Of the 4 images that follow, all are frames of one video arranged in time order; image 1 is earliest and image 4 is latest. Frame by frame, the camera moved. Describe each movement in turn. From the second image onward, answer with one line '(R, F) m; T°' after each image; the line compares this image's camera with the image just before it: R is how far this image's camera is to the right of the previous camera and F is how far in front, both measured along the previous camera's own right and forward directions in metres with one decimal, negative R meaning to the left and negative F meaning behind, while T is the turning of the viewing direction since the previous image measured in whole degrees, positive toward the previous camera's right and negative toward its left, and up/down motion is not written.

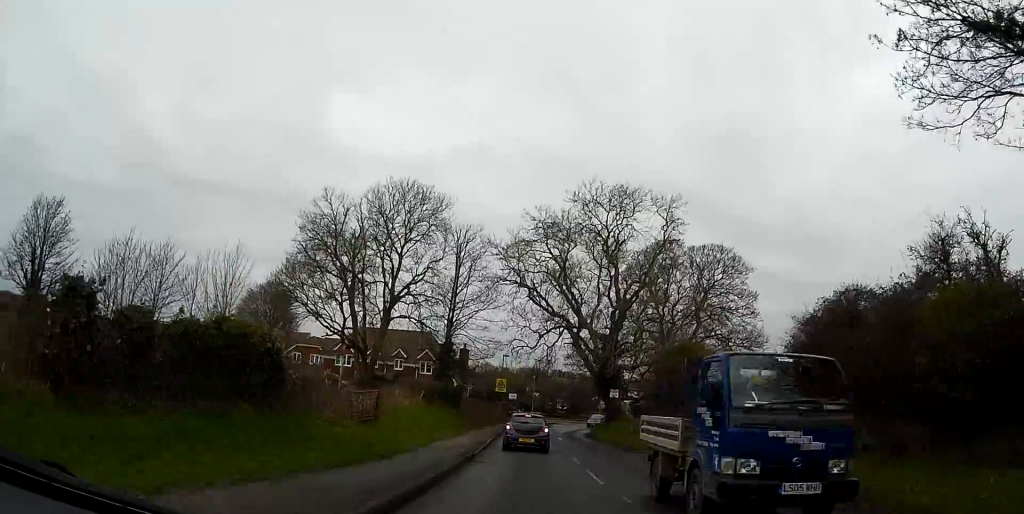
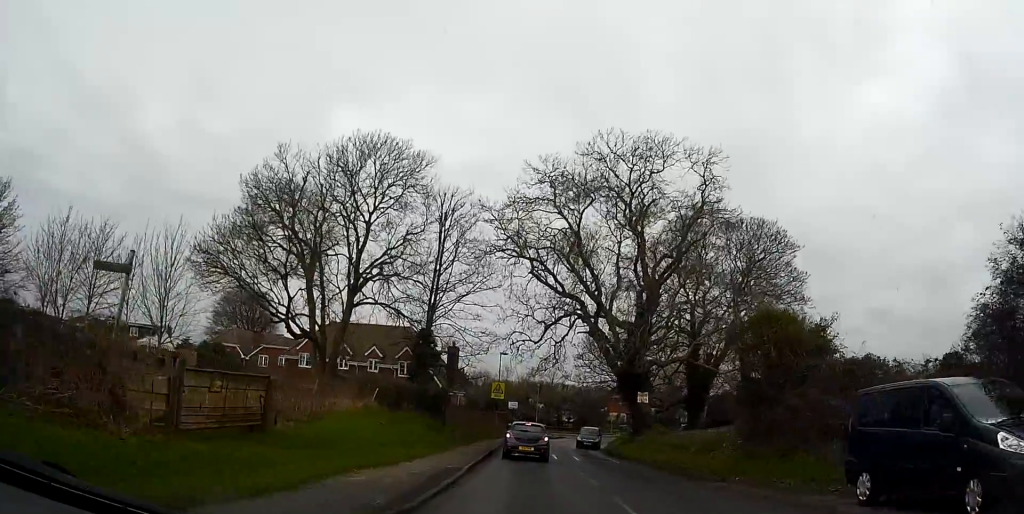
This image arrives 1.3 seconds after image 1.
(-0.1, +10.8) m; -2°
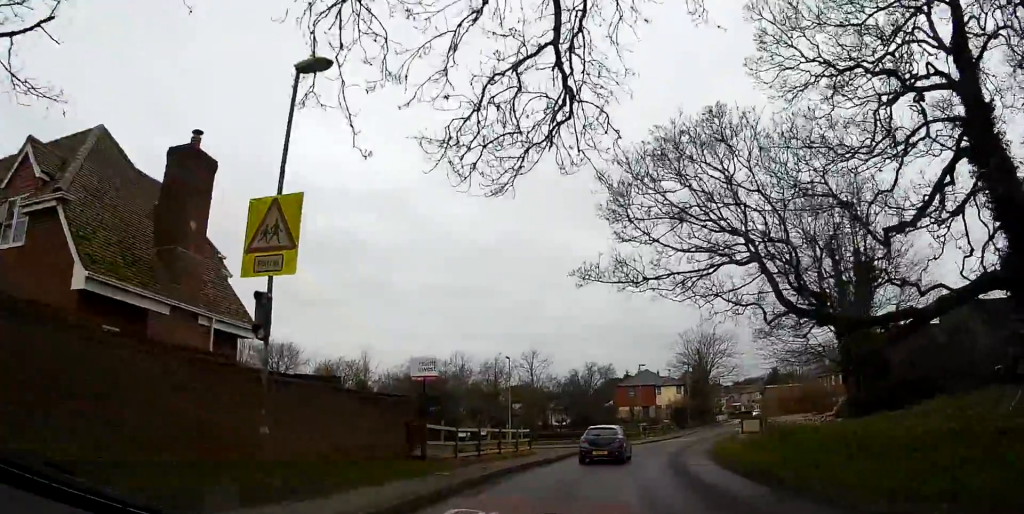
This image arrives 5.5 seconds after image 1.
(+0.5, +37.7) m; +4°
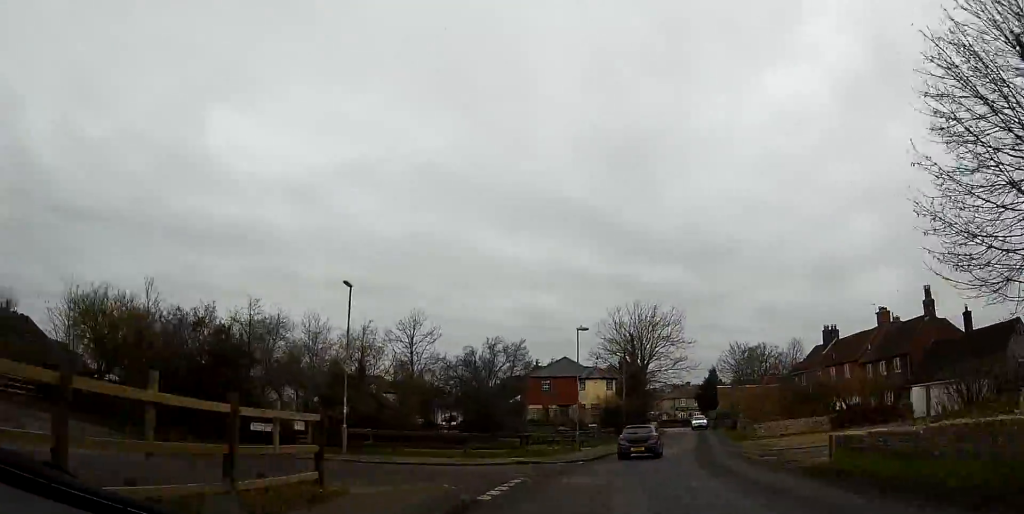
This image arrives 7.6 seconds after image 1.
(+2.6, +20.4) m; +13°
